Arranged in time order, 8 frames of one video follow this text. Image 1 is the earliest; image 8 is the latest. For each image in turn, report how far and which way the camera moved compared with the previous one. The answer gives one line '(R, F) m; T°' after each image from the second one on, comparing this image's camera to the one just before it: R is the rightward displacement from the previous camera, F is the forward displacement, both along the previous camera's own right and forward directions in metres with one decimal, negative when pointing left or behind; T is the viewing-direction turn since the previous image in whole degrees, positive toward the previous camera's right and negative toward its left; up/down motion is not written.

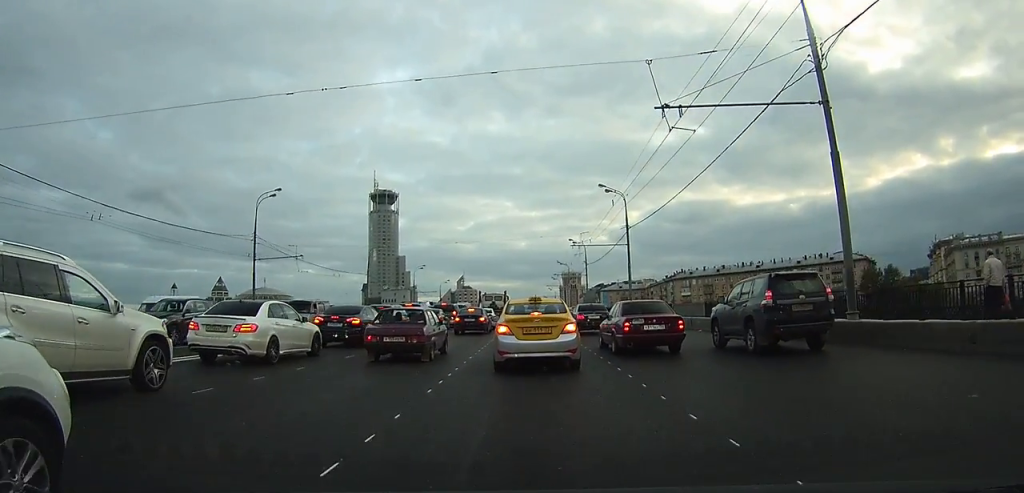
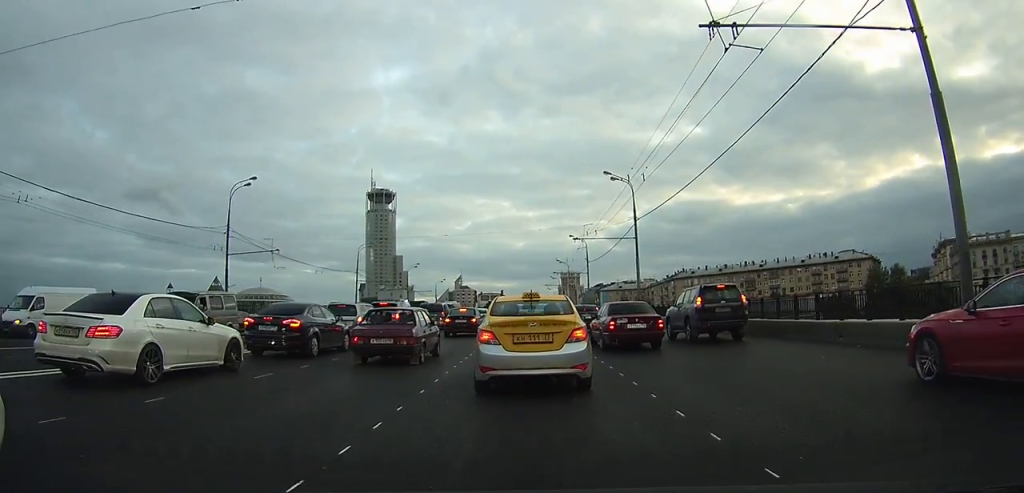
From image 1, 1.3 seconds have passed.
(0.0, +4.8) m; -1°
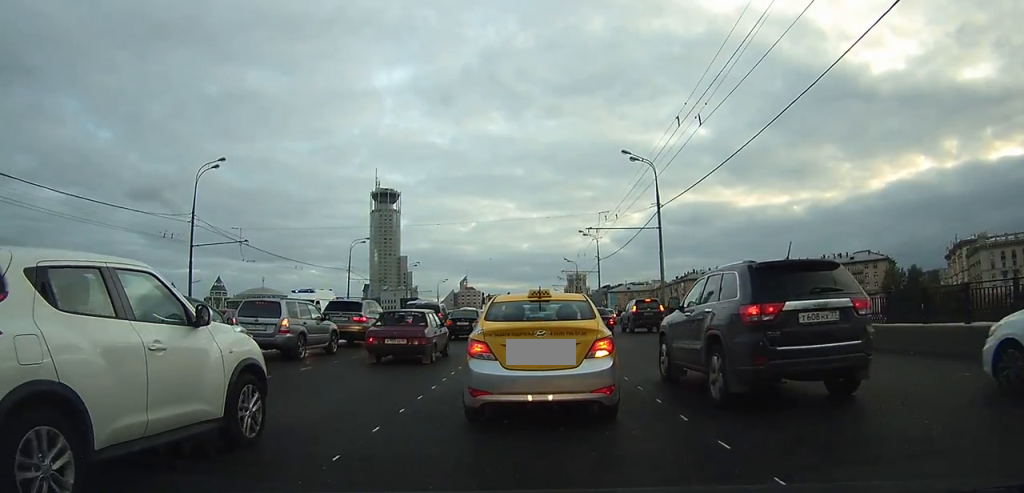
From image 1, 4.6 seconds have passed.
(0.0, +7.2) m; +2°
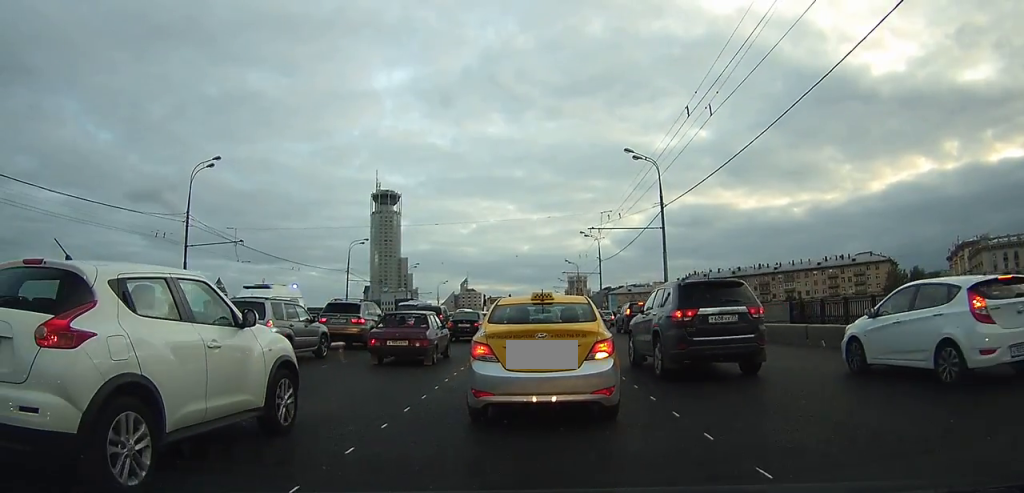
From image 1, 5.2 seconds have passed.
(0.0, +1.0) m; +2°
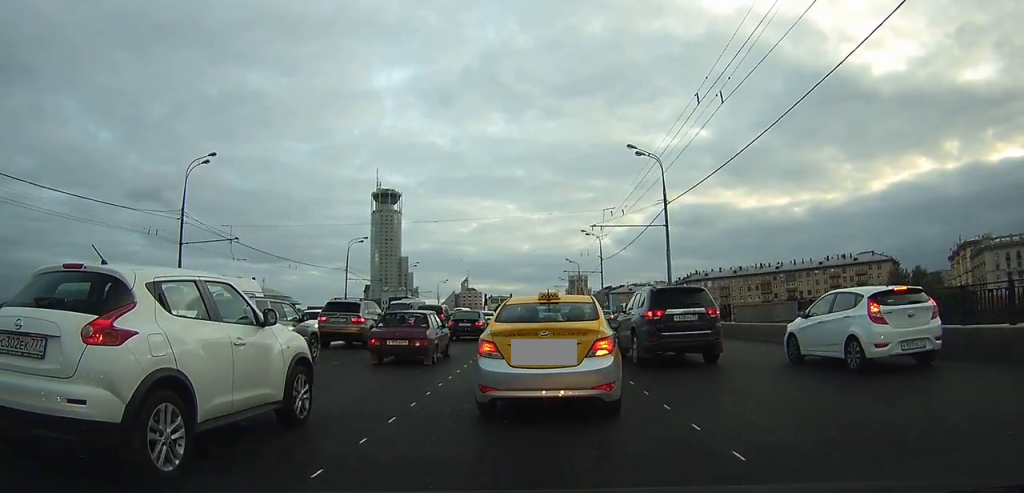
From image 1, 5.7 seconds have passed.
(0.0, +0.9) m; +1°
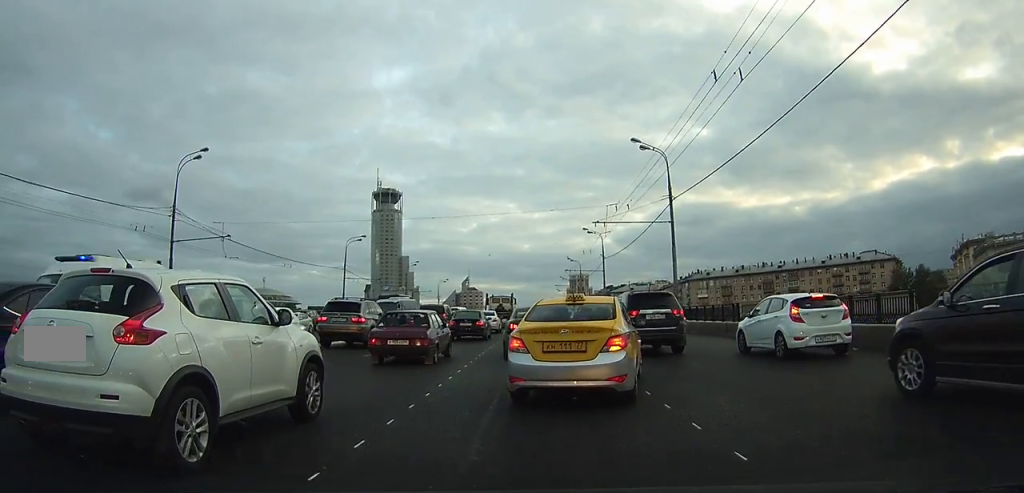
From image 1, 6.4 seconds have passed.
(0.0, +1.4) m; +1°
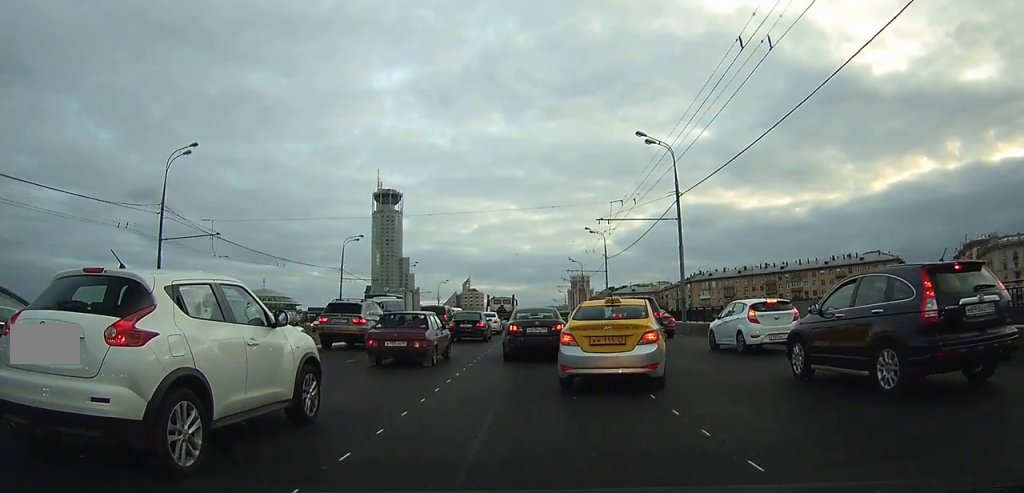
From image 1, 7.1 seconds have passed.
(0.0, +1.7) m; -1°
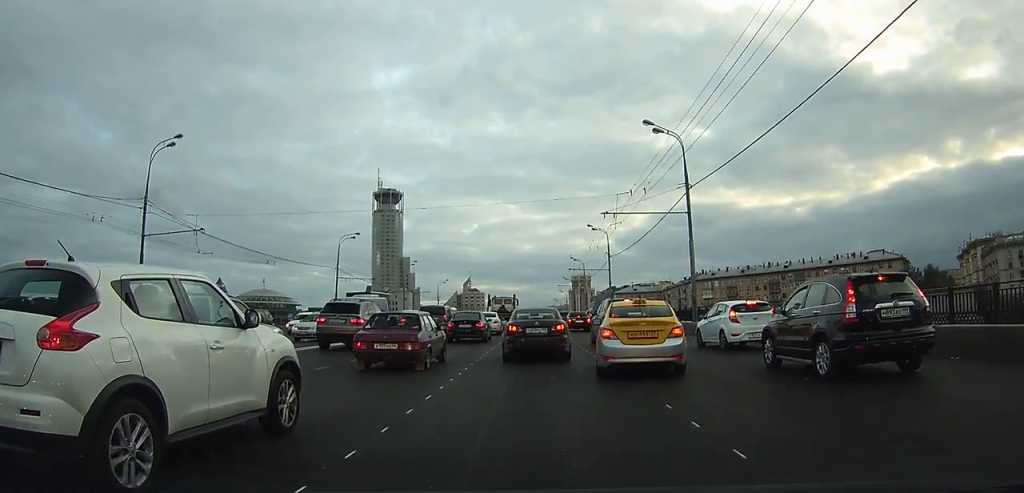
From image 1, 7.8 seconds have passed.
(0.0, +2.1) m; -1°
